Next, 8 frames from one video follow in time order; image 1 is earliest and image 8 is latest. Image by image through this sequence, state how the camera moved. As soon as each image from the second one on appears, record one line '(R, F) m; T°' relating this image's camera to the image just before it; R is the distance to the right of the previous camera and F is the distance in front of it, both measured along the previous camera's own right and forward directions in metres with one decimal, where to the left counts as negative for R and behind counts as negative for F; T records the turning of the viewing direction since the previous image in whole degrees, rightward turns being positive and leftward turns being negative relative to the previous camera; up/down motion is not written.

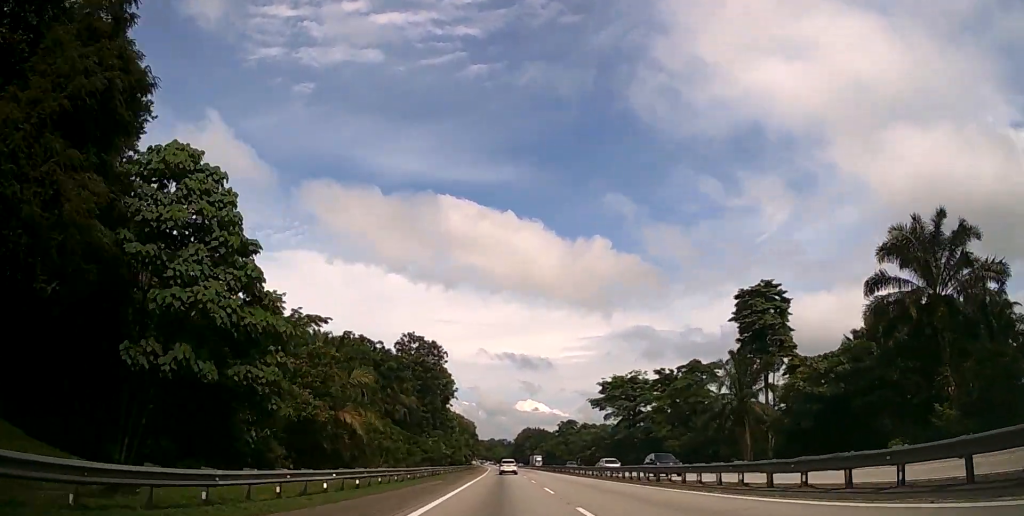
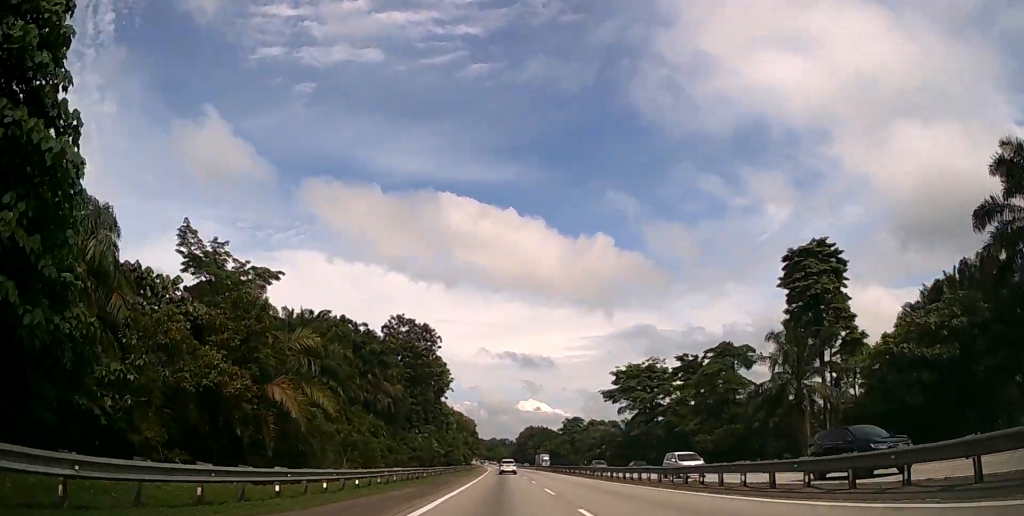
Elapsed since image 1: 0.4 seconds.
(0.0, +12.2) m; 0°
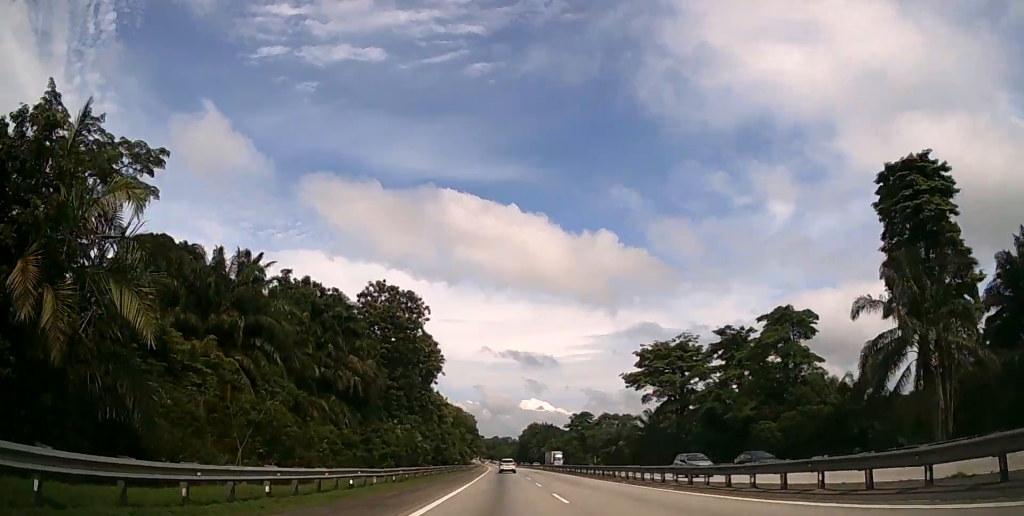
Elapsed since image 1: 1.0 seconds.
(0.0, +16.7) m; 0°
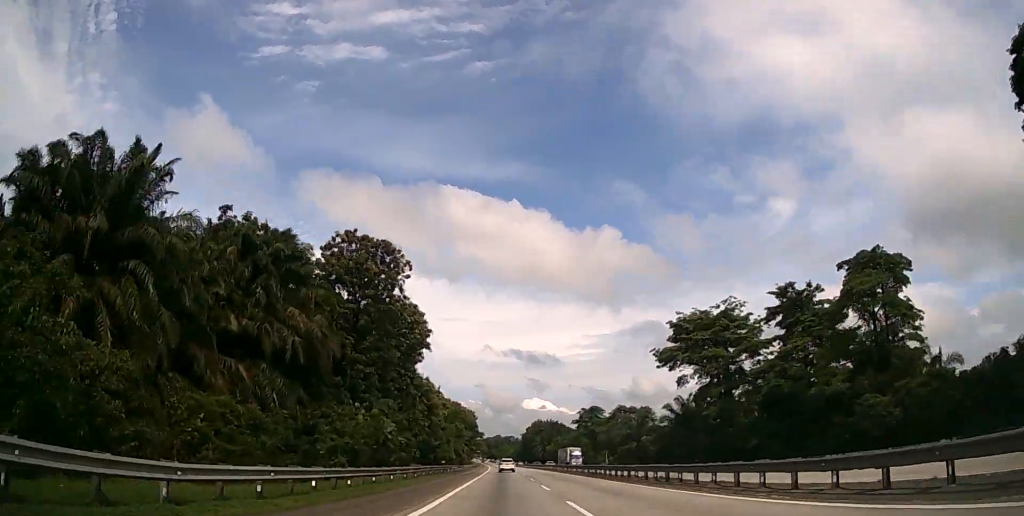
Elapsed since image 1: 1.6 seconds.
(0.0, +16.7) m; 0°
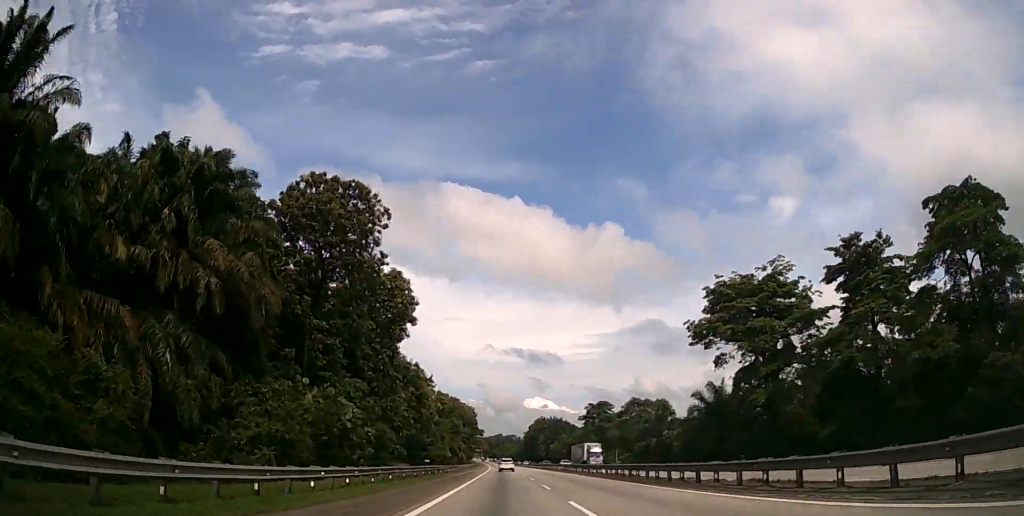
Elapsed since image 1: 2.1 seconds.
(0.0, +12.2) m; 0°
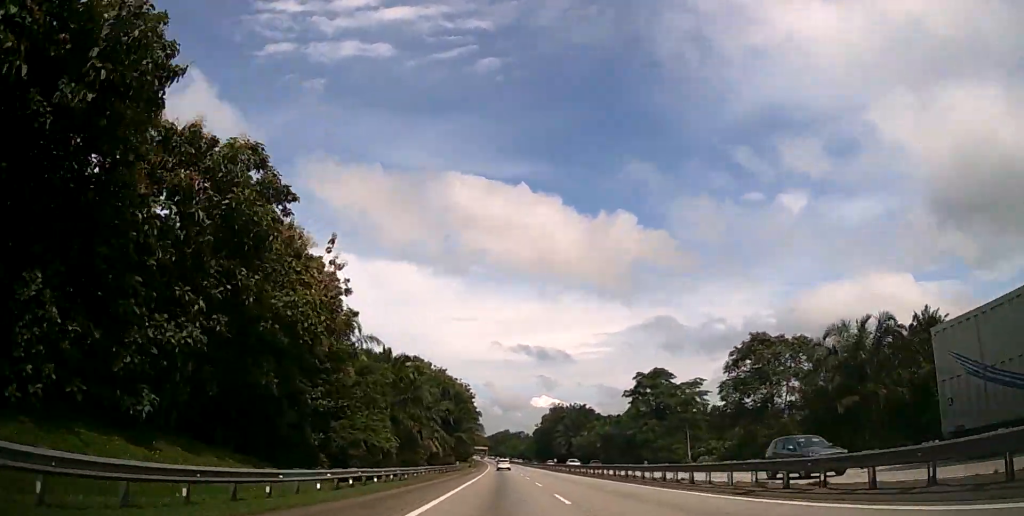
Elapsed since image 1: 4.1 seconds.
(-0.5, +55.5) m; -1°
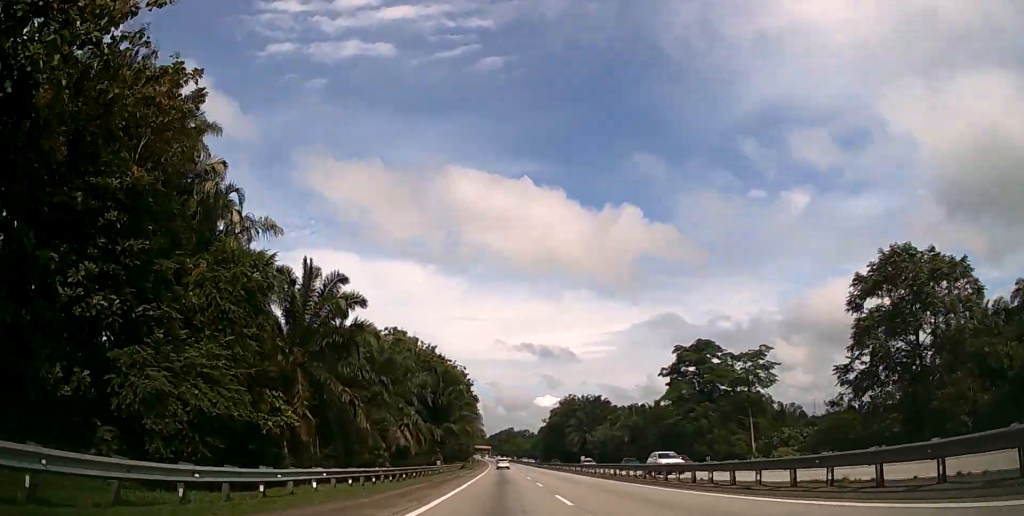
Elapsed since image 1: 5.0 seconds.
(-0.1, +24.4) m; 0°
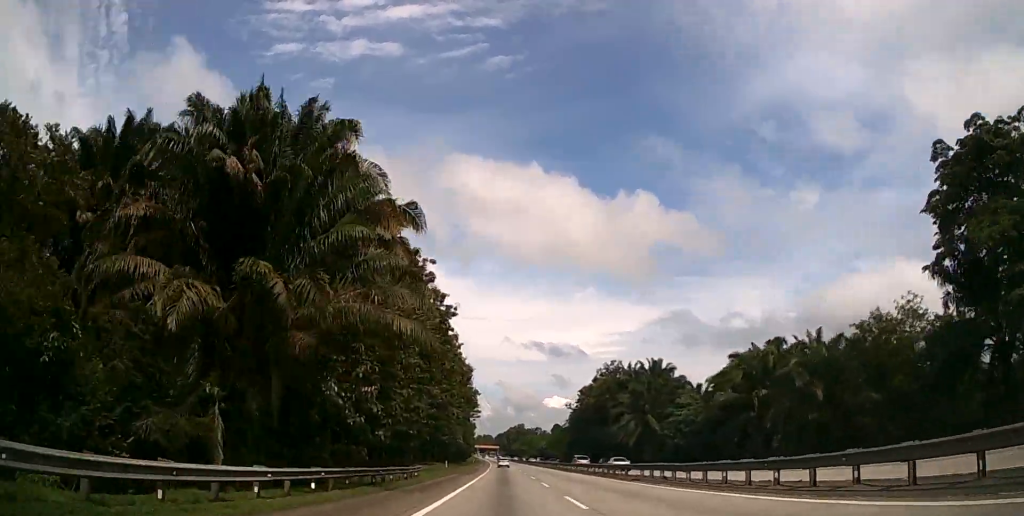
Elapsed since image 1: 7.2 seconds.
(-0.6, +61.1) m; -1°
